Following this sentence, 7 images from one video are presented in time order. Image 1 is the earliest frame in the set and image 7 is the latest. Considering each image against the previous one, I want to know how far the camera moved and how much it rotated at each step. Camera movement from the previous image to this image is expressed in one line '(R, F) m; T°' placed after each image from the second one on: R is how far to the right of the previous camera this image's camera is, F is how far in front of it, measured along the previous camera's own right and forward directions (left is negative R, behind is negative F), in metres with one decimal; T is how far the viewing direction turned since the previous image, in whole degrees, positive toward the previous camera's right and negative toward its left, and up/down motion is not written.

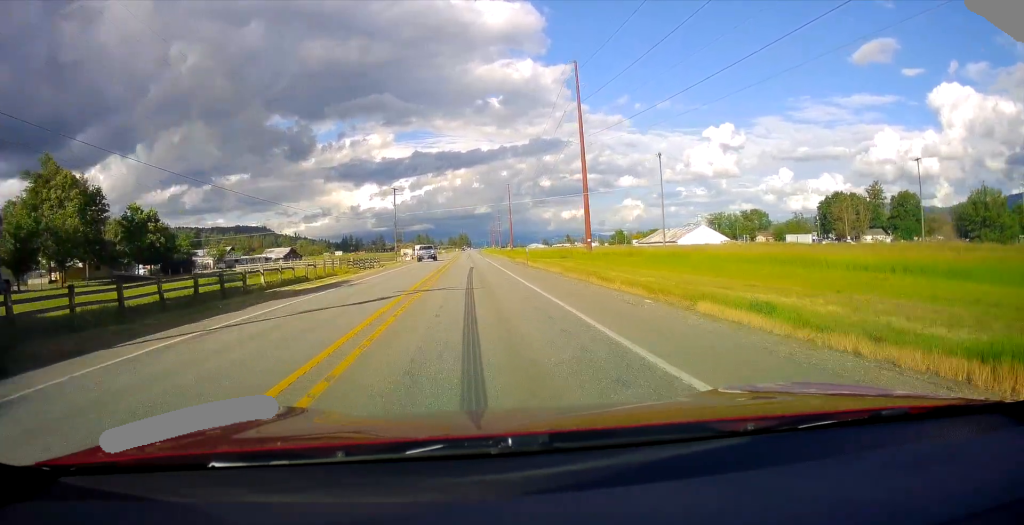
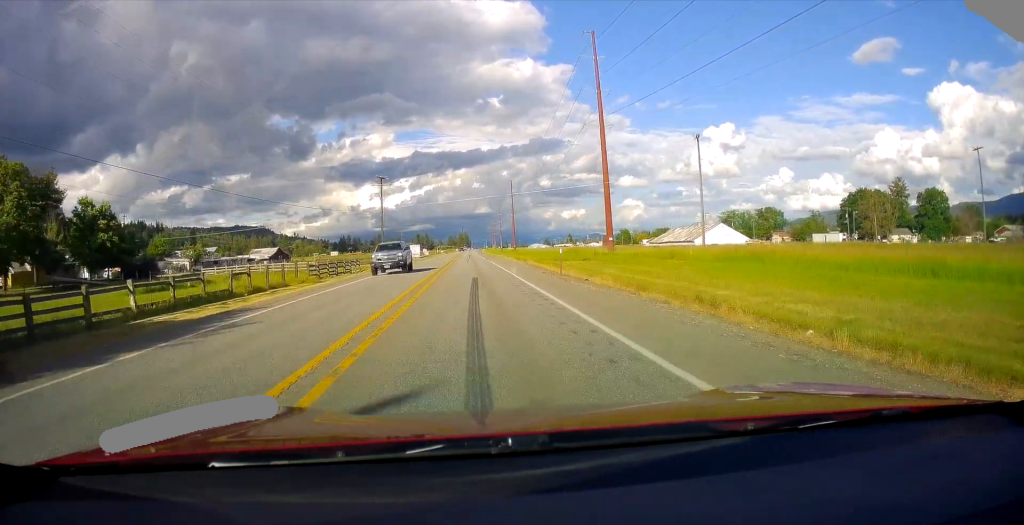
(0.0, +13.4) m; 0°
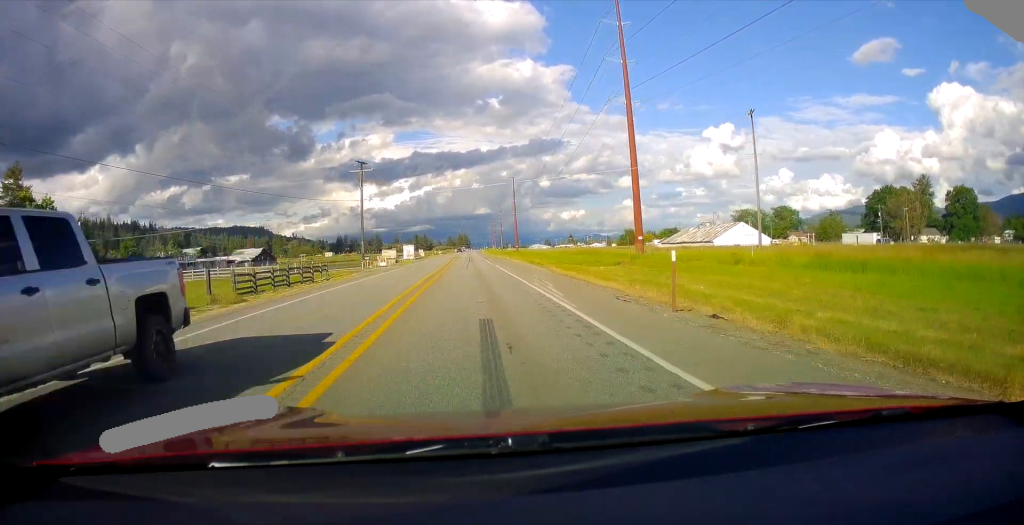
(-0.1, +15.1) m; +1°
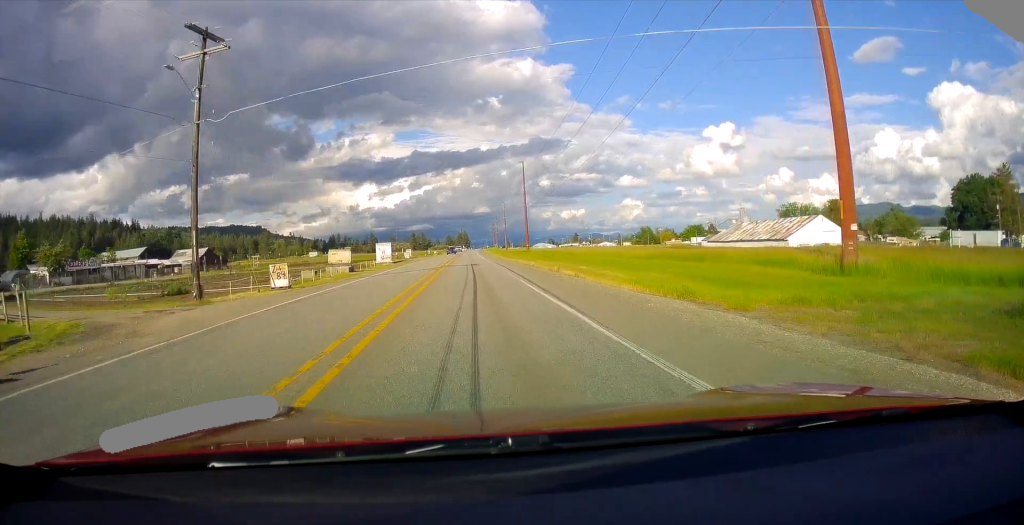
(-0.2, +41.2) m; -1°
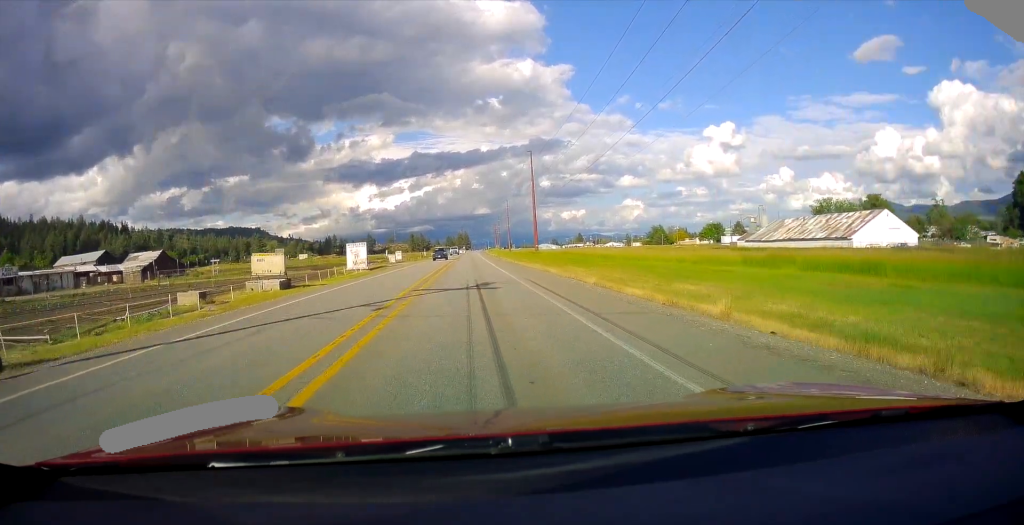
(-0.2, +22.8) m; 0°
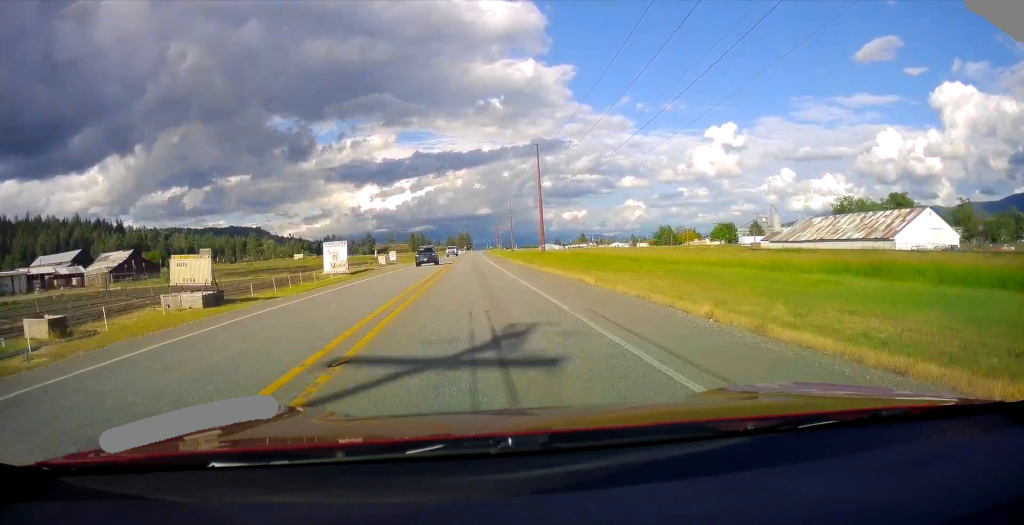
(+0.4, +11.6) m; 0°
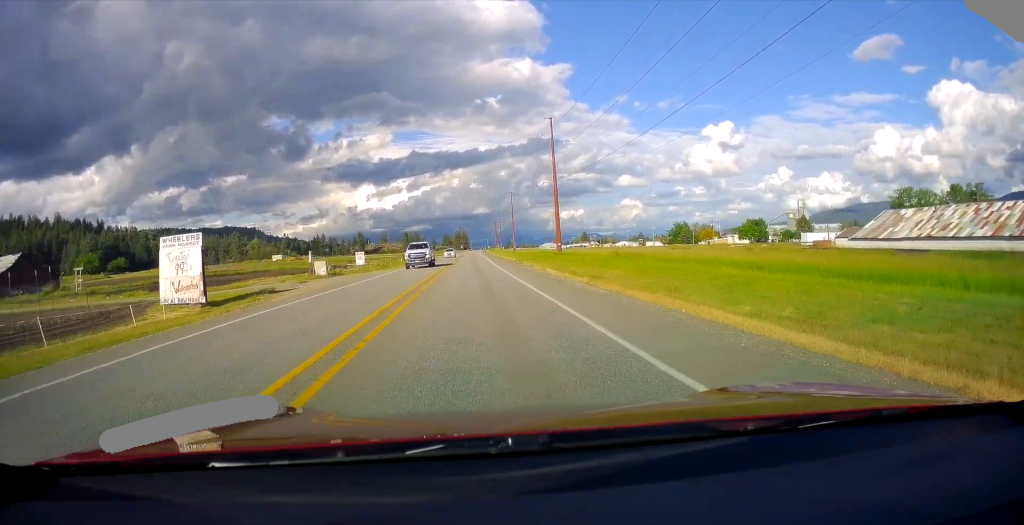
(-0.3, +32.7) m; +1°
